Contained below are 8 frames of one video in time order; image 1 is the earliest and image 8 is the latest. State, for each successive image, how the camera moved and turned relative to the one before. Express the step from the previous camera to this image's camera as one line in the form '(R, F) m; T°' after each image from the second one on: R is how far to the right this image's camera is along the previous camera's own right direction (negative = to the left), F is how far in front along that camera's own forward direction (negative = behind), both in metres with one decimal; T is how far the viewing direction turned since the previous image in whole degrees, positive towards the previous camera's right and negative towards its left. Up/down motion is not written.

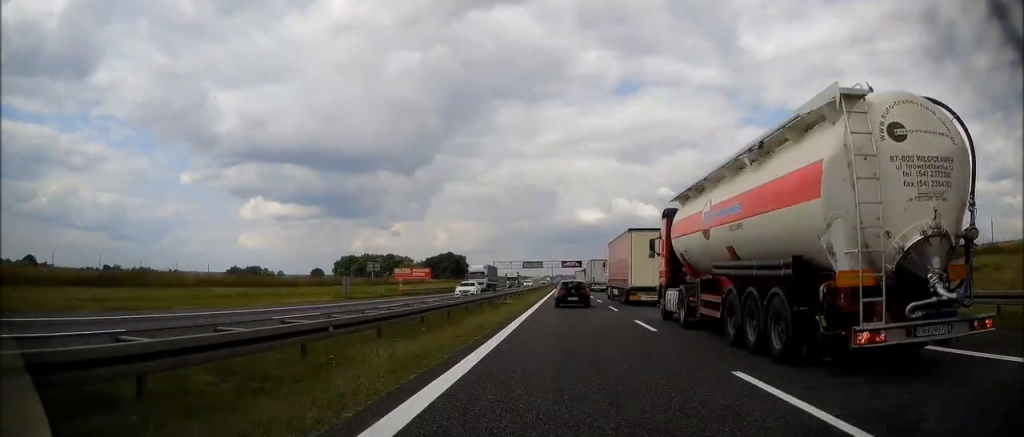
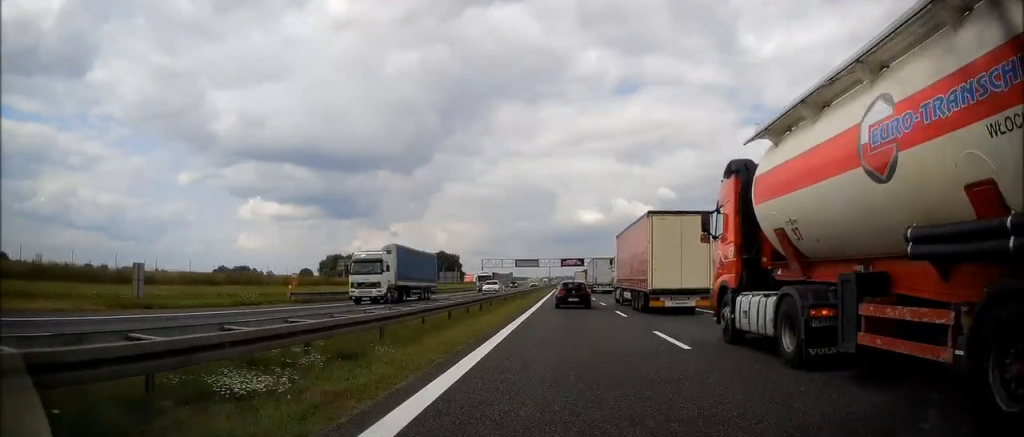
(-0.3, +27.9) m; 0°
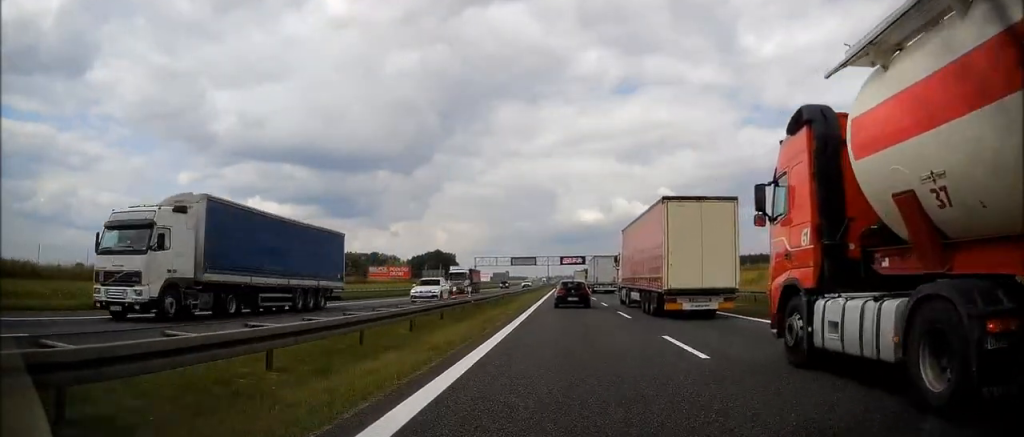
(+0.2, +13.3) m; 0°
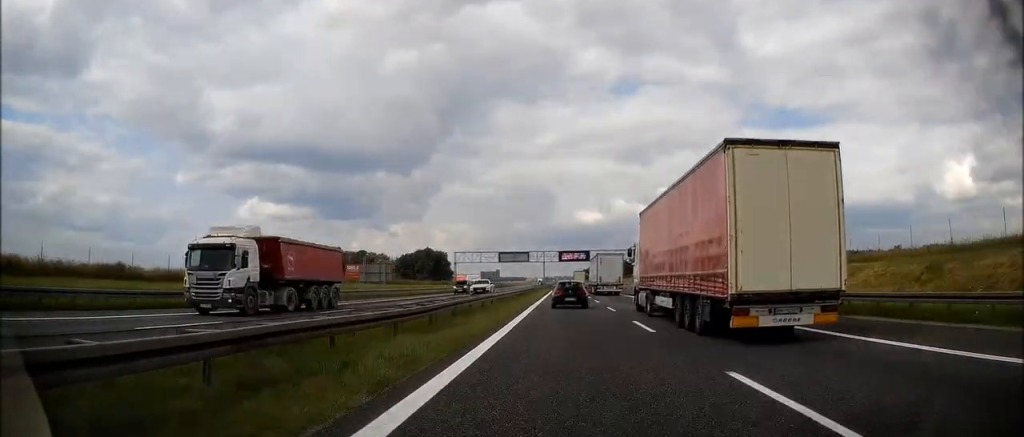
(0.0, +29.6) m; 0°
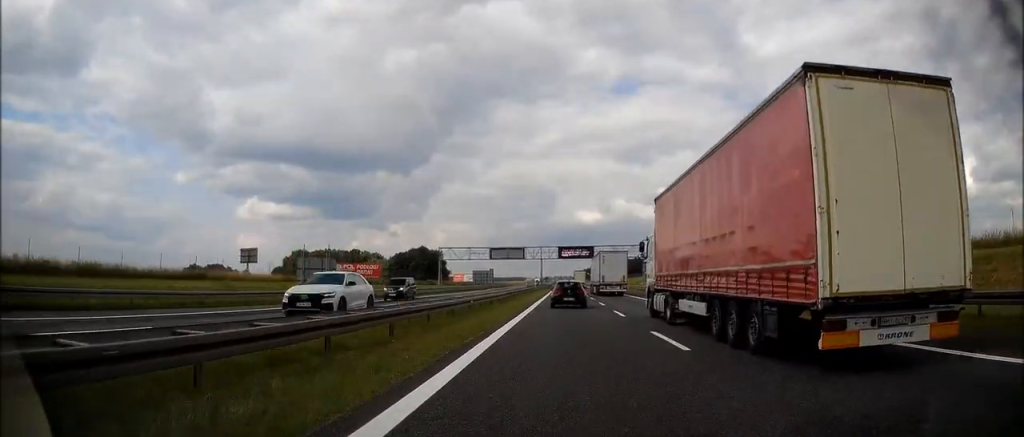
(-0.1, +16.2) m; 0°
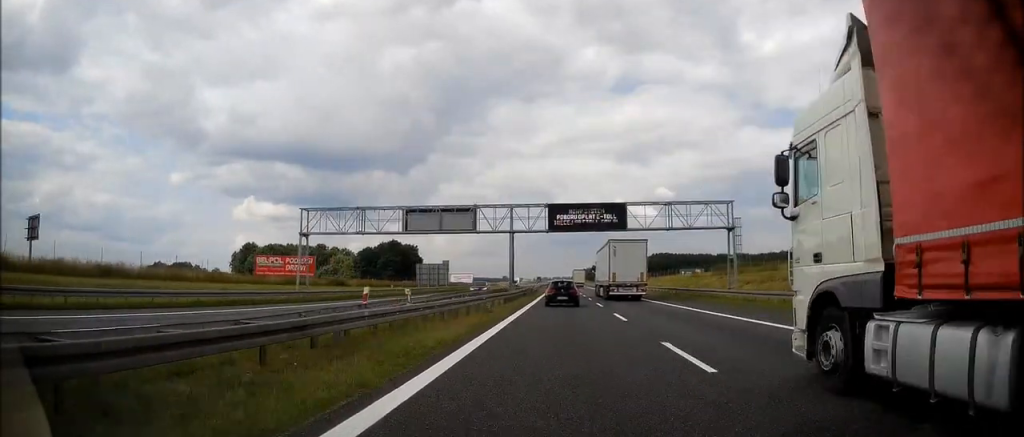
(+0.2, +62.1) m; +1°
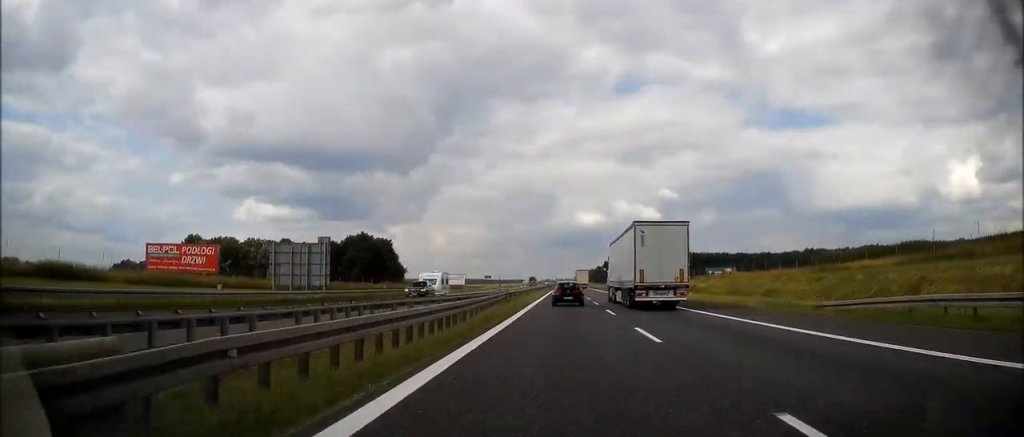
(-0.1, +54.7) m; -1°
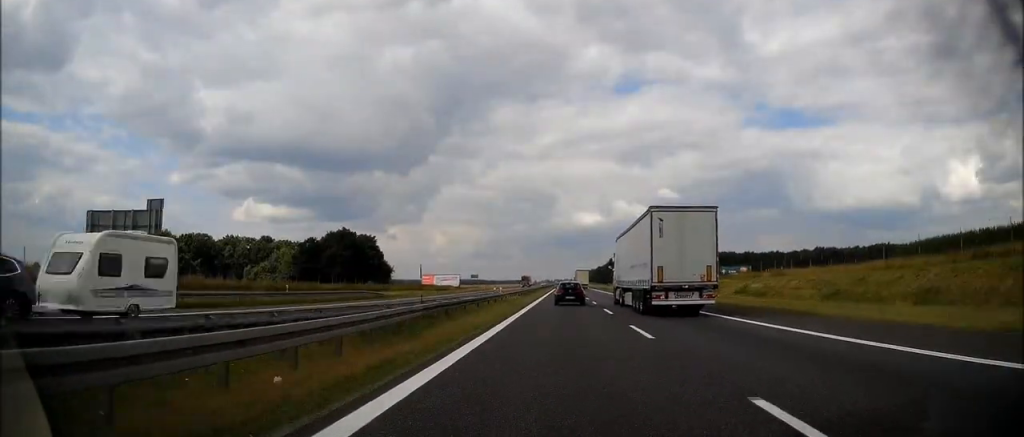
(0.0, +23.0) m; +1°
